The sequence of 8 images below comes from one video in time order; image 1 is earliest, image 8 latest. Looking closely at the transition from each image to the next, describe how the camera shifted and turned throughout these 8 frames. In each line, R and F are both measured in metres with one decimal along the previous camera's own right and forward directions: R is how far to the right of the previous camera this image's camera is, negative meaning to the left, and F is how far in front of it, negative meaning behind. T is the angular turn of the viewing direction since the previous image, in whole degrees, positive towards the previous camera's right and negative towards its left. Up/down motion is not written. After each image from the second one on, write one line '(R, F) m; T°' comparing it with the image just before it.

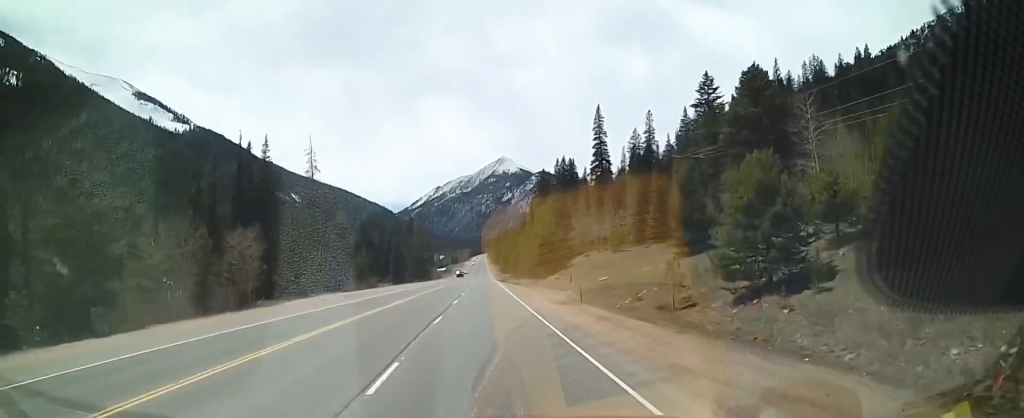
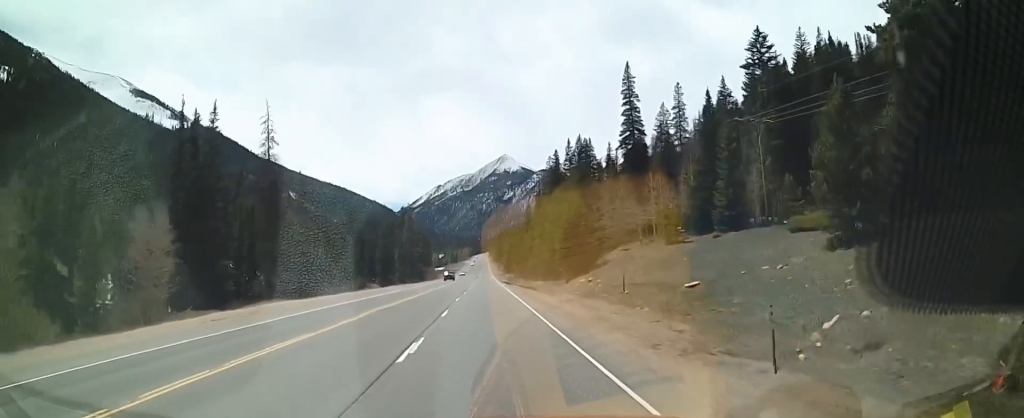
(-0.1, +20.5) m; +1°
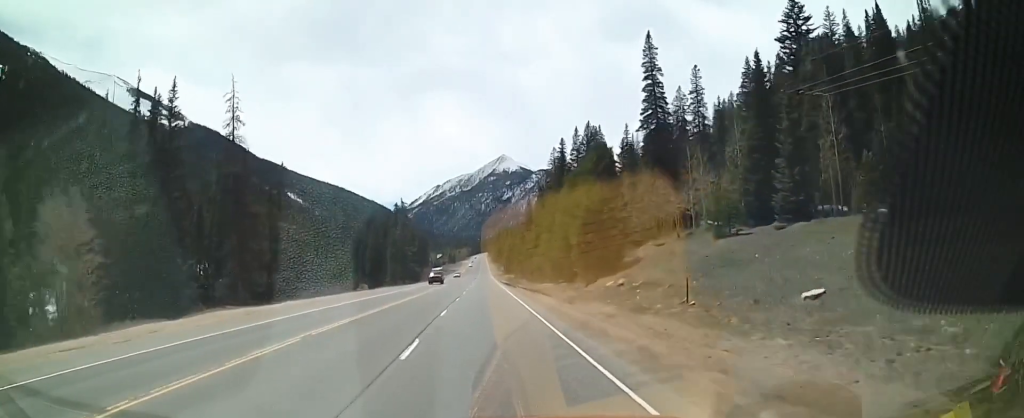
(+0.4, +11.1) m; 0°
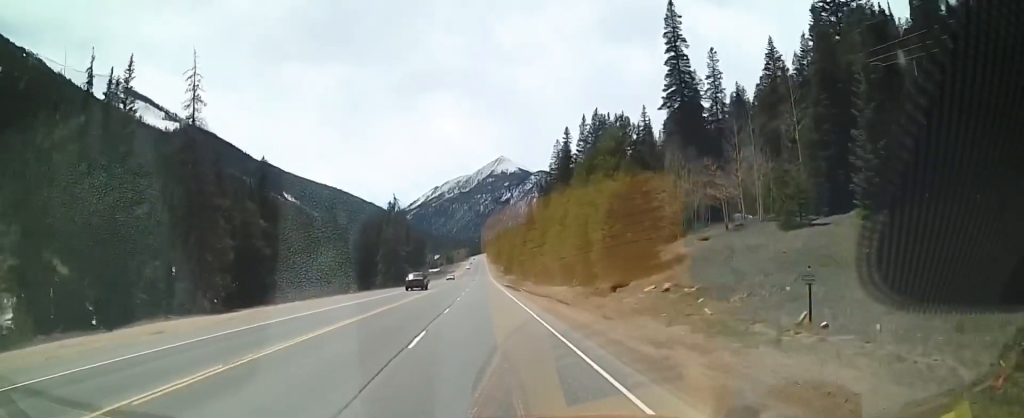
(-0.4, +9.4) m; -1°
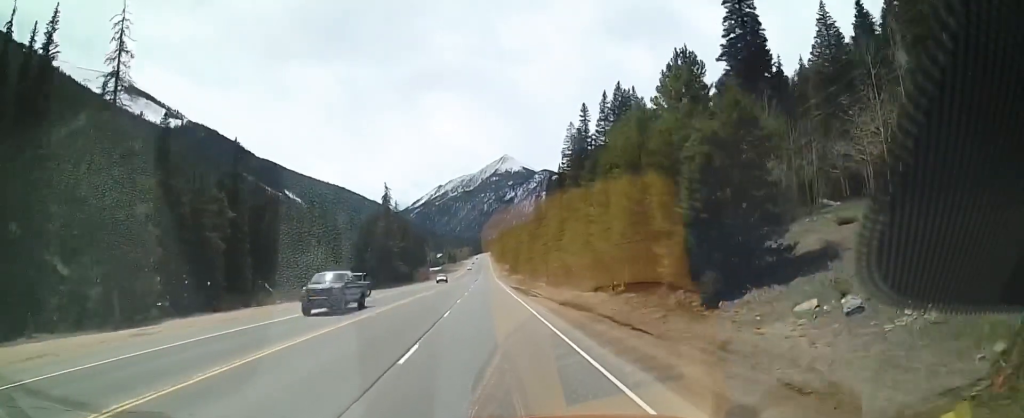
(-0.2, +14.3) m; -1°
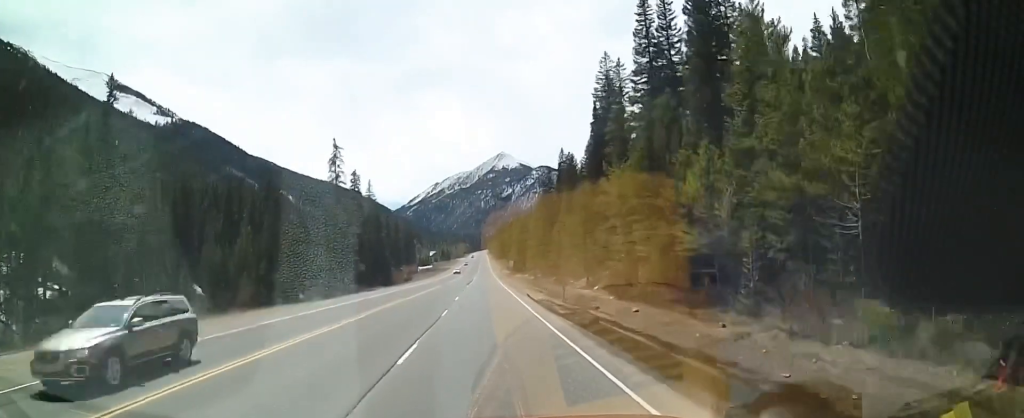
(0.0, +34.6) m; +1°
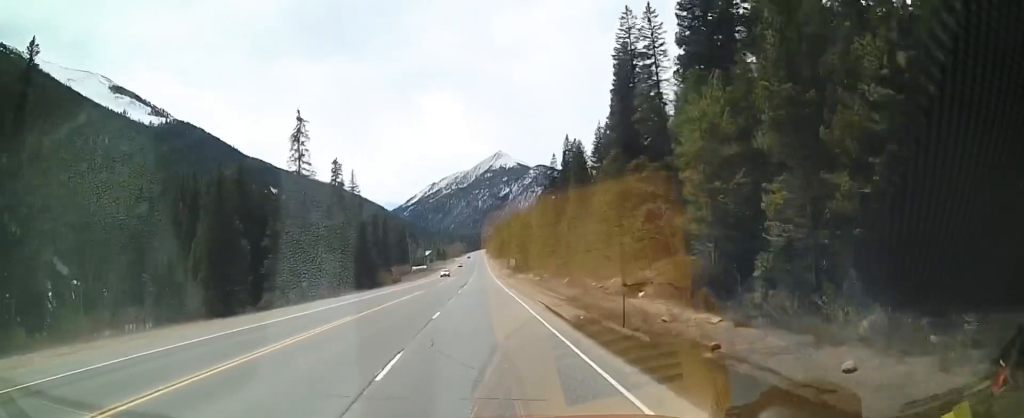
(+0.1, +14.0) m; +1°
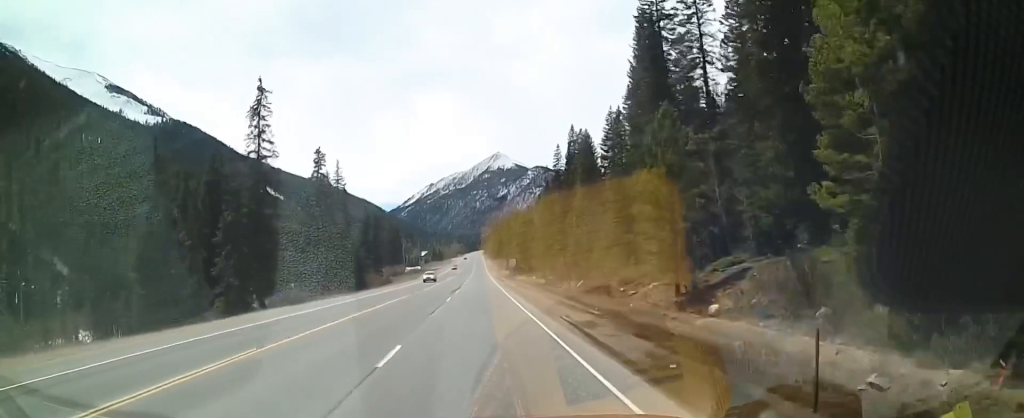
(+0.2, +10.8) m; 0°
